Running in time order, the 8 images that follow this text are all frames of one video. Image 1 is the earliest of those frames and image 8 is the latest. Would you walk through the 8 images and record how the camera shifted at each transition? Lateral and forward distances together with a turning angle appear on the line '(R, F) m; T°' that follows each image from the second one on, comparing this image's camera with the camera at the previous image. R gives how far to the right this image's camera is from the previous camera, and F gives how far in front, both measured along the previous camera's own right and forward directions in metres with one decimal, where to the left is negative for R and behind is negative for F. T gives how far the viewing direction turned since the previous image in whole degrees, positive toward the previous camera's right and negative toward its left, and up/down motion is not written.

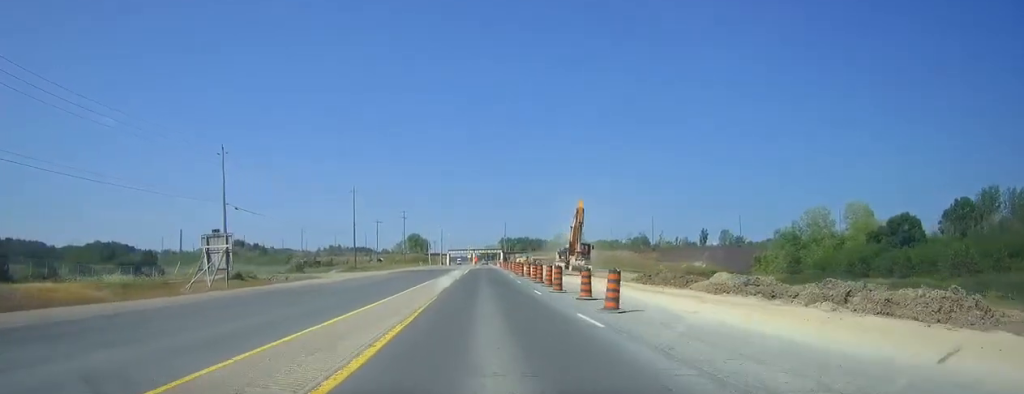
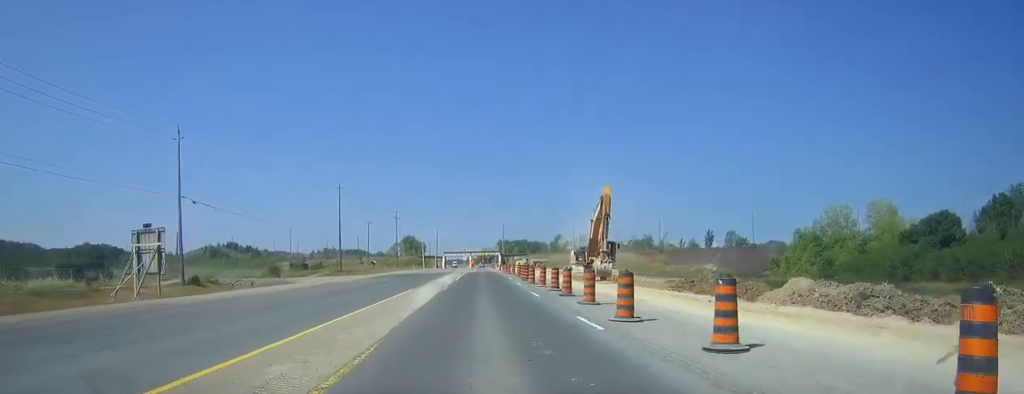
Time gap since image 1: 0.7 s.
(0.0, +12.9) m; 0°
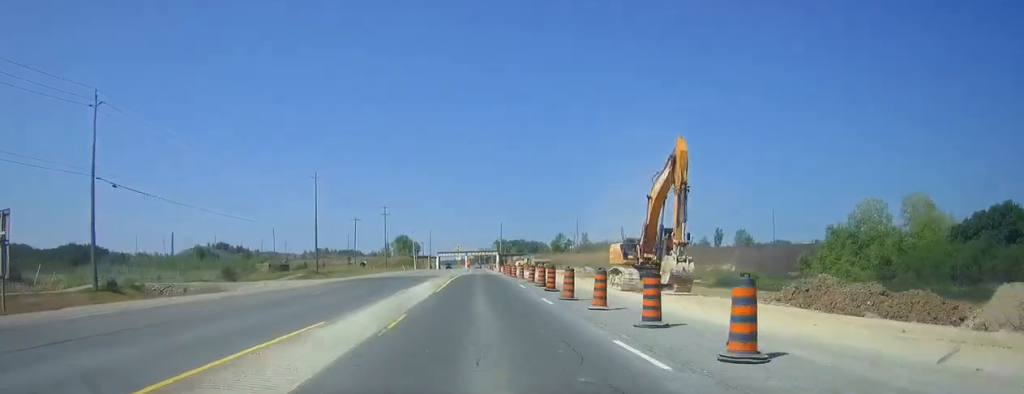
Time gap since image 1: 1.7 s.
(0.0, +17.9) m; 0°
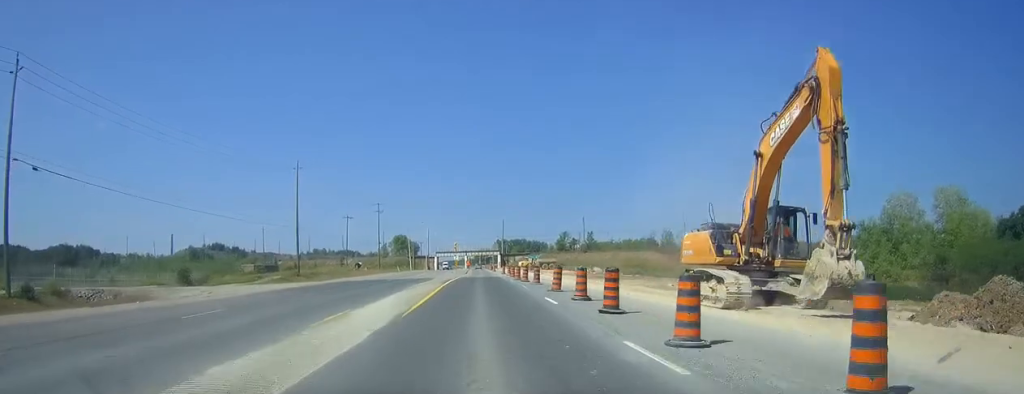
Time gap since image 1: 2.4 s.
(0.0, +12.9) m; 0°
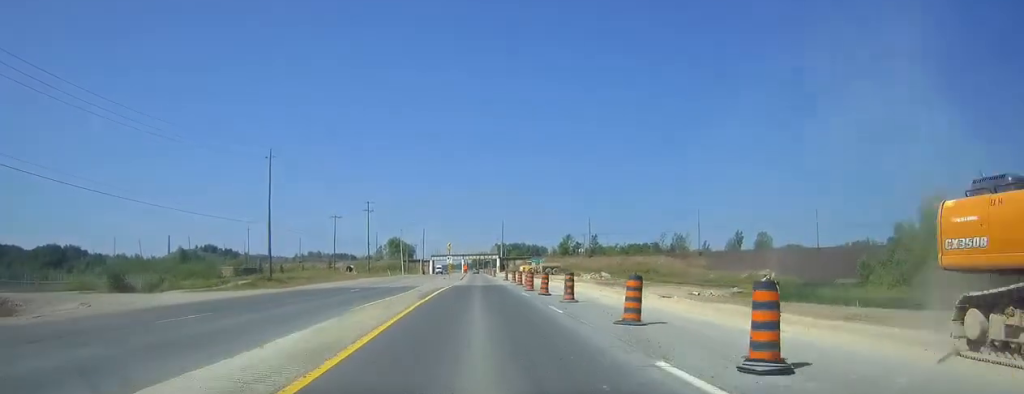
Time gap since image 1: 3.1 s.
(0.0, +14.2) m; 0°
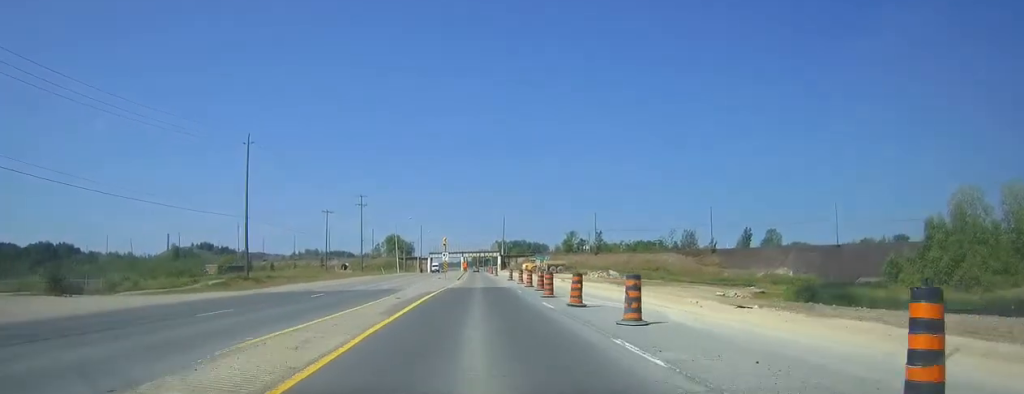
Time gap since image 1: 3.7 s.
(0.0, +9.9) m; 0°
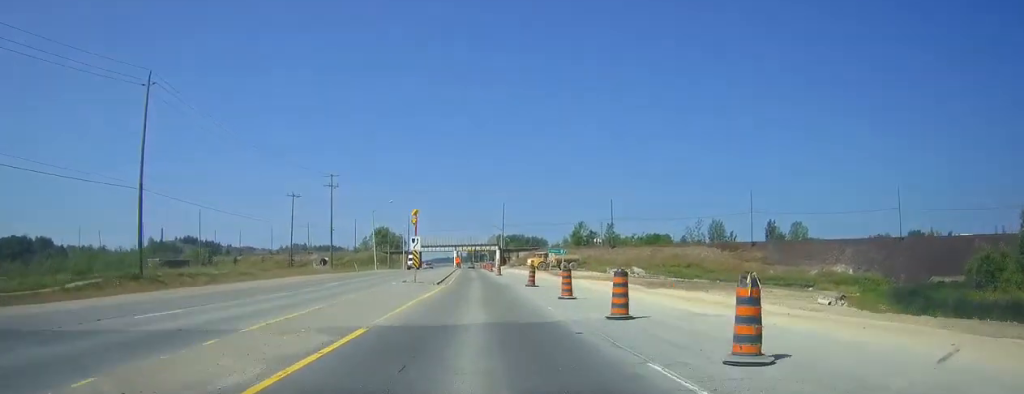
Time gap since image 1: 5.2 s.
(+0.1, +28.2) m; +1°
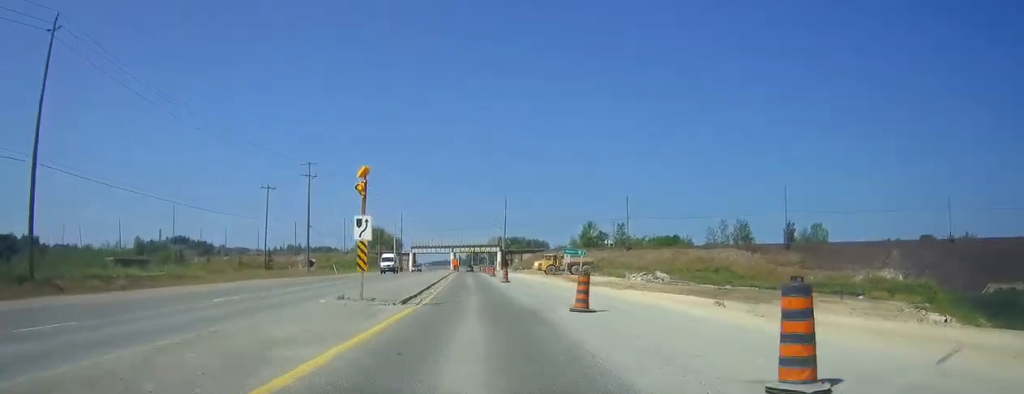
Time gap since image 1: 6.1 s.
(0.0, +17.1) m; 0°
